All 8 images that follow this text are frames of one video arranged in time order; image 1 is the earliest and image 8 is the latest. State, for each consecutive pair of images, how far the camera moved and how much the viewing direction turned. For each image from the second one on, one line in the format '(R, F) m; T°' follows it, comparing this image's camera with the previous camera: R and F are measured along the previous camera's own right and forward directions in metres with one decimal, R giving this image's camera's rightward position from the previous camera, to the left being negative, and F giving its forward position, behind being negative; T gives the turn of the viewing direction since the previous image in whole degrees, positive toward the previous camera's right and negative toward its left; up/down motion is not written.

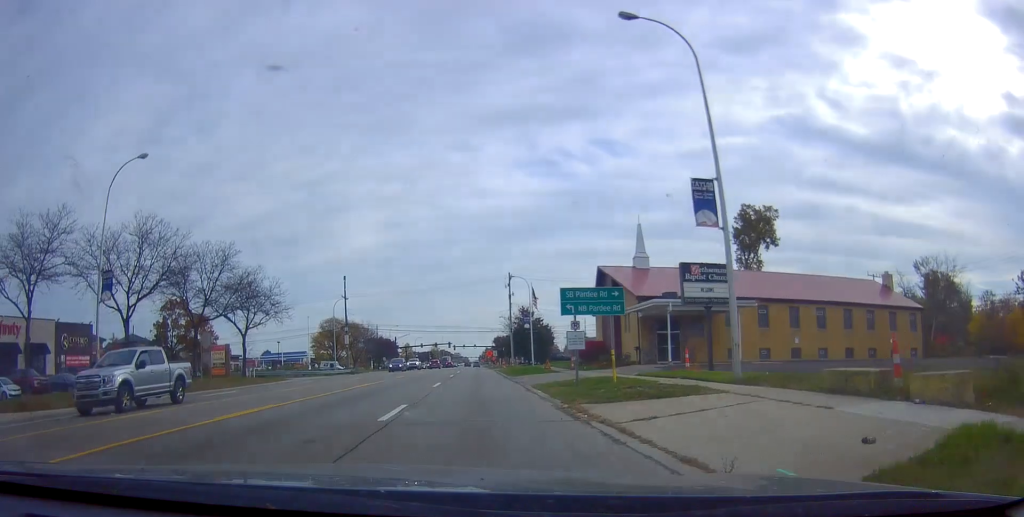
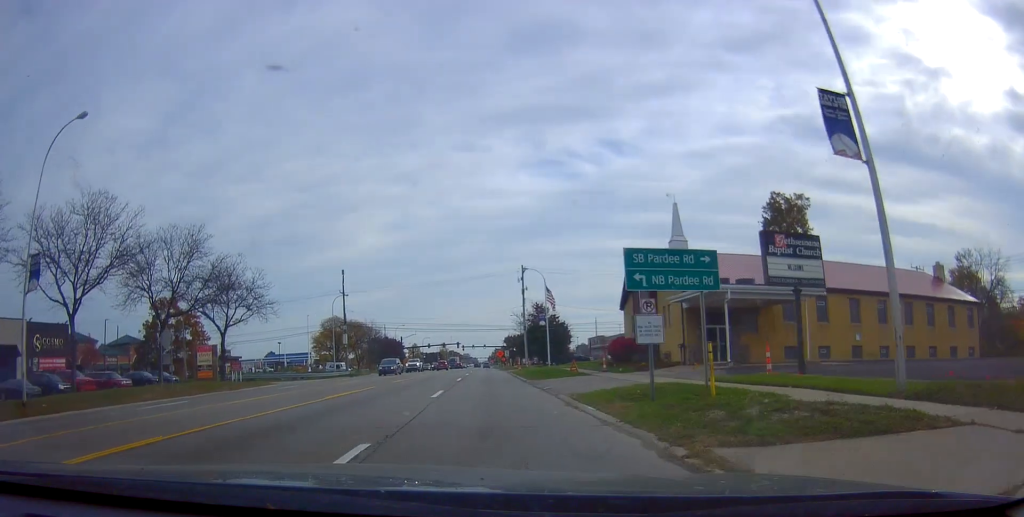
(+0.1, +7.1) m; 0°
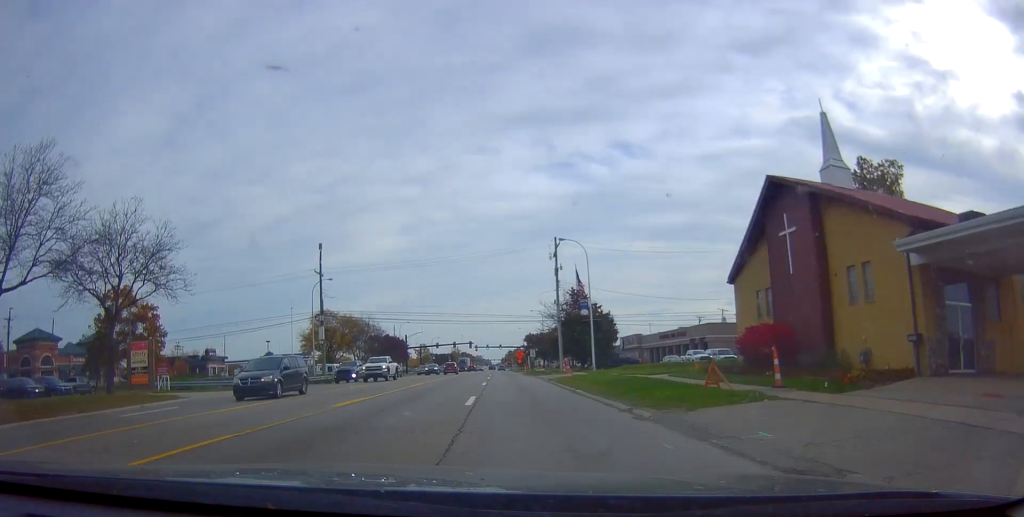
(-0.5, +18.3) m; -3°
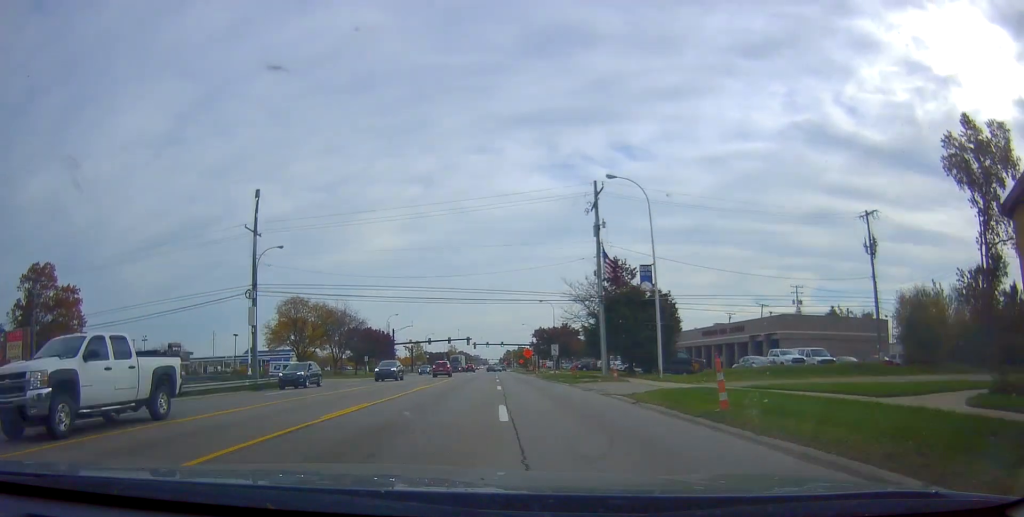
(-0.2, +18.4) m; +2°
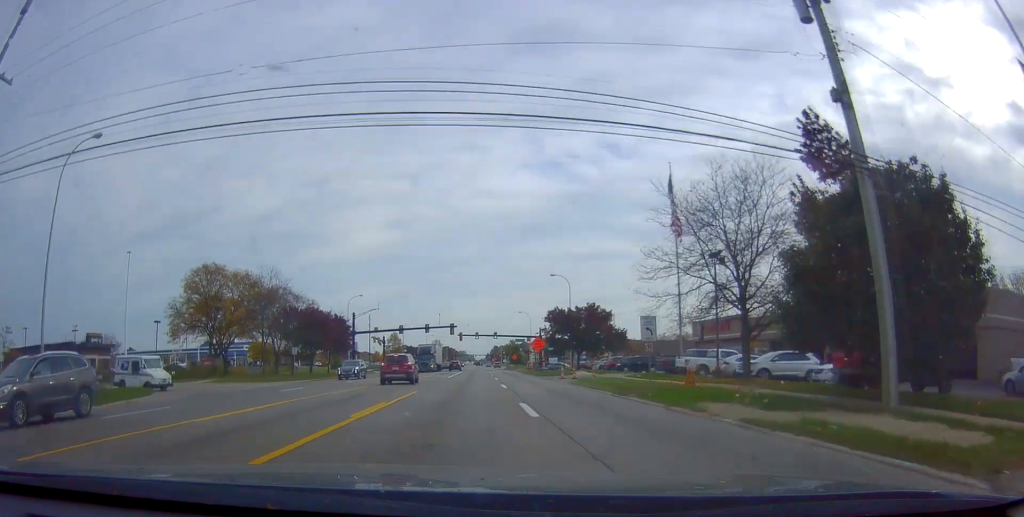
(+0.2, +29.5) m; -1°
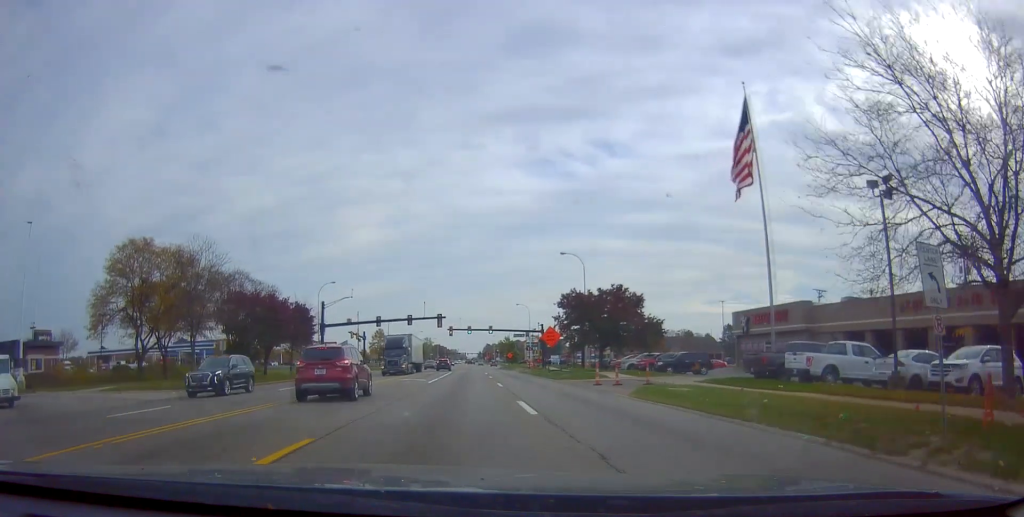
(-0.1, +15.0) m; +1°
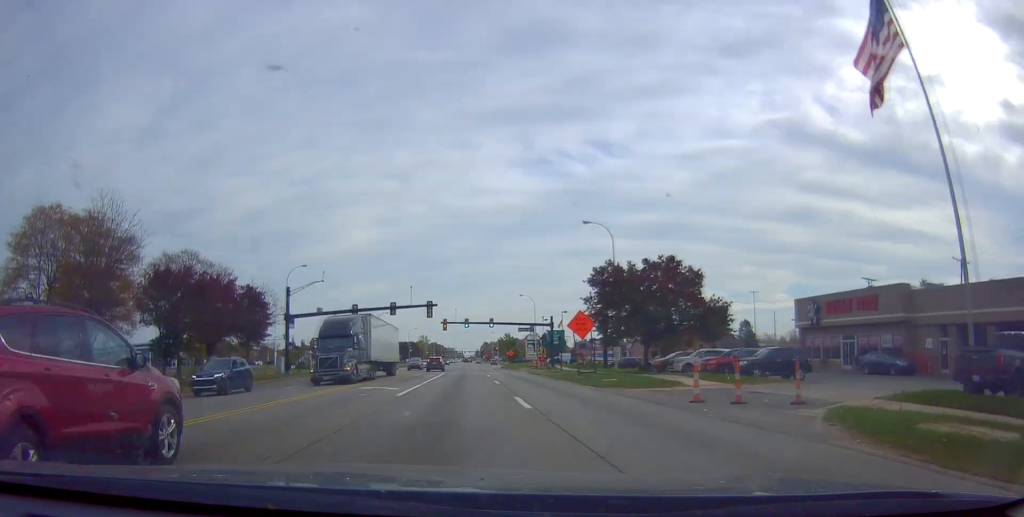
(+0.3, +14.2) m; +2°
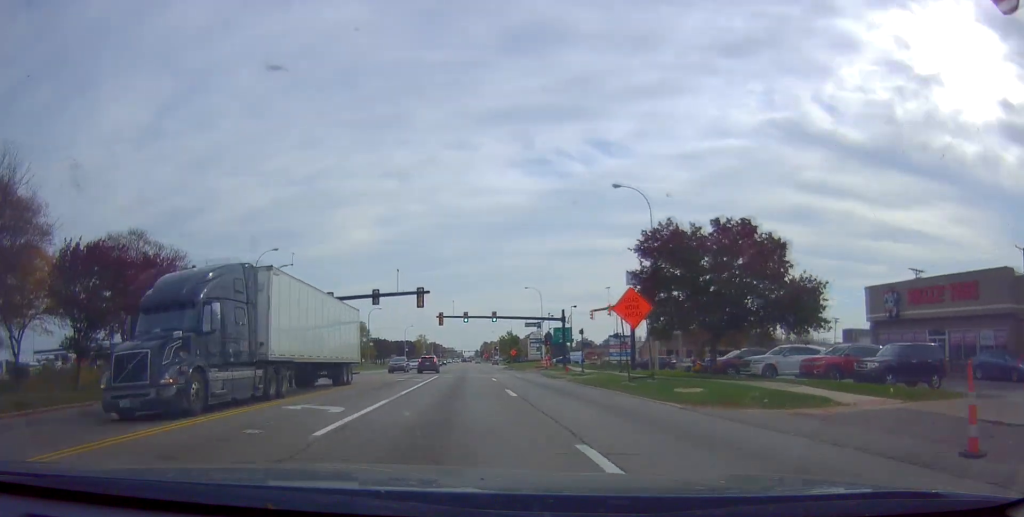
(+0.2, +10.9) m; 0°
